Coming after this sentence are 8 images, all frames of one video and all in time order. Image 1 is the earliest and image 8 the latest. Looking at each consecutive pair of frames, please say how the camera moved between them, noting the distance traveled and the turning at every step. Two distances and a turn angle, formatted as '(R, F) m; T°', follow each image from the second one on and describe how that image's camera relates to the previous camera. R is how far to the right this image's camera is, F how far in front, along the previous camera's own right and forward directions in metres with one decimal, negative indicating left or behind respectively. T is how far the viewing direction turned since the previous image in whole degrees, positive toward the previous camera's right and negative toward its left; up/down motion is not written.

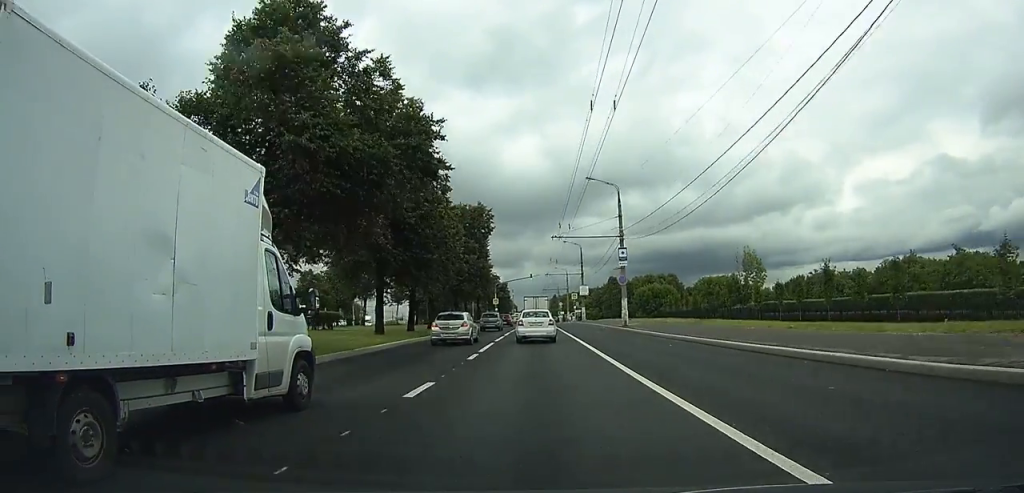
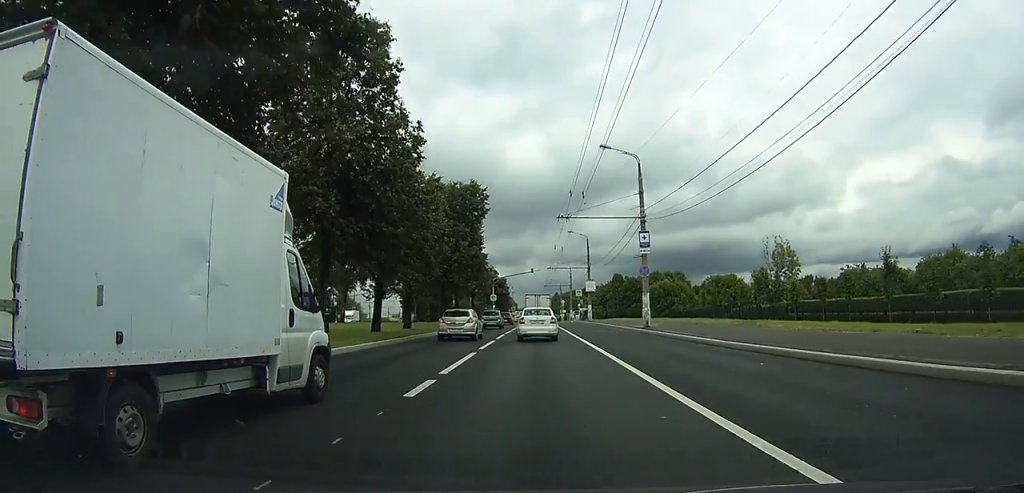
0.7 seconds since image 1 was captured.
(0.0, +8.4) m; 0°
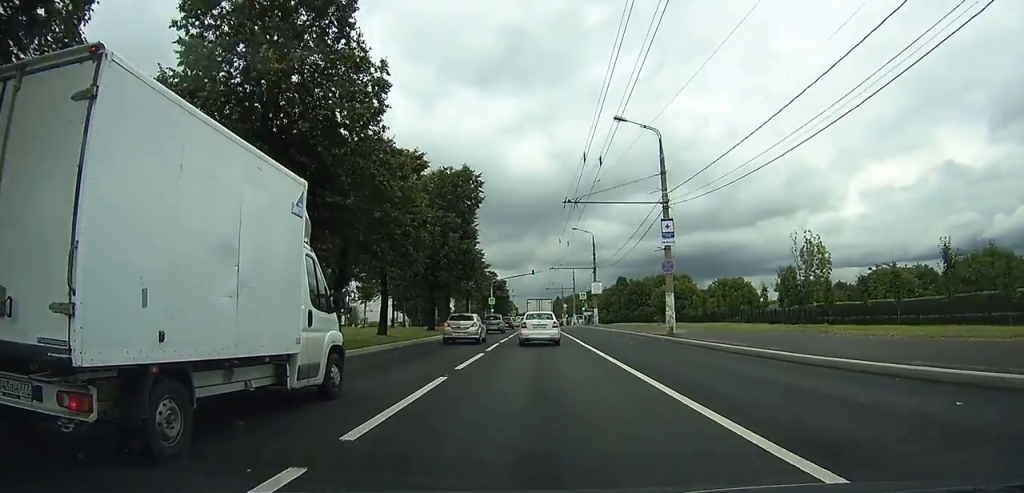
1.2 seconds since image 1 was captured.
(0.0, +6.3) m; 0°
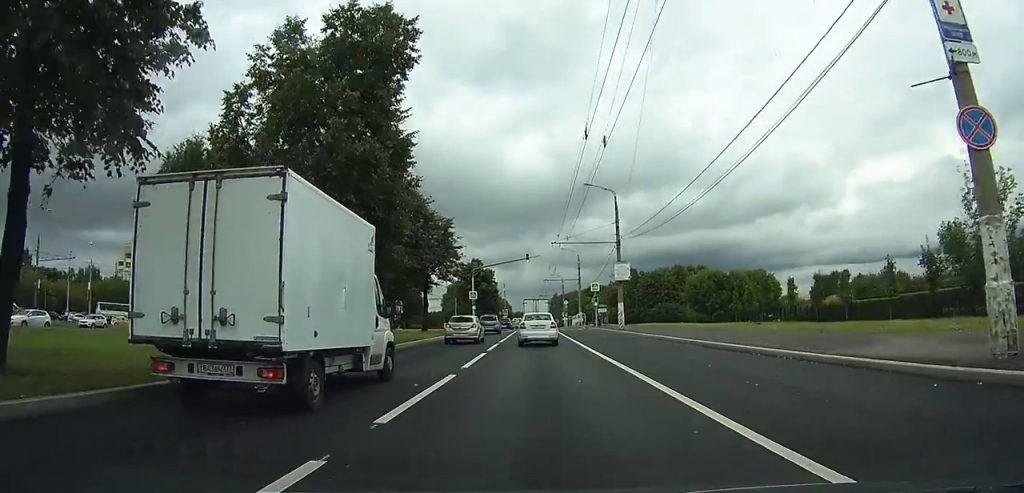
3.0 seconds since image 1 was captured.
(+0.1, +22.9) m; 0°
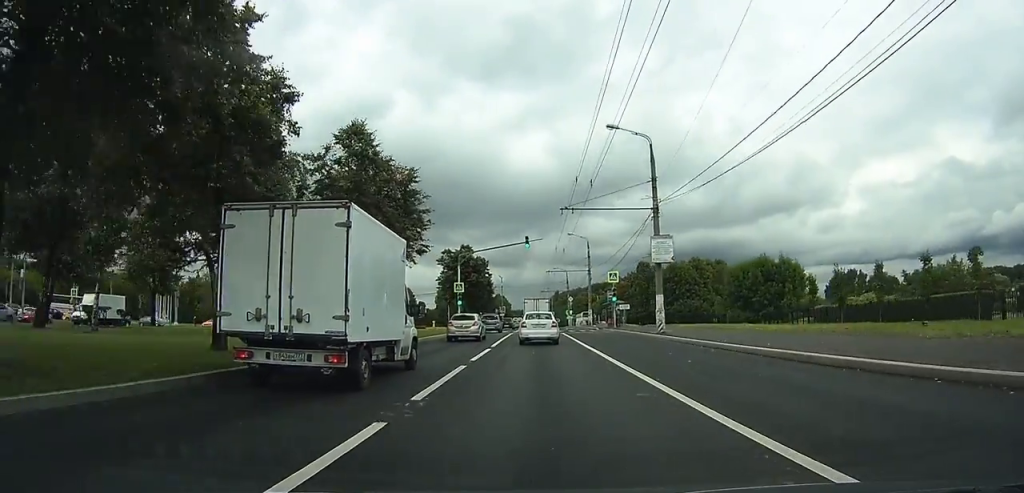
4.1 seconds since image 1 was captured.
(0.0, +13.9) m; -1°
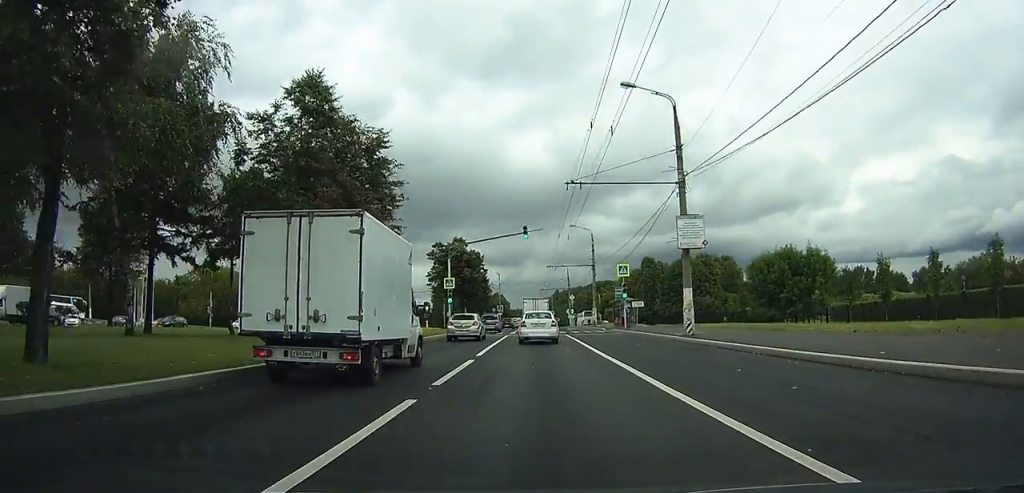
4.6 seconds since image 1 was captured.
(-0.1, +6.0) m; 0°
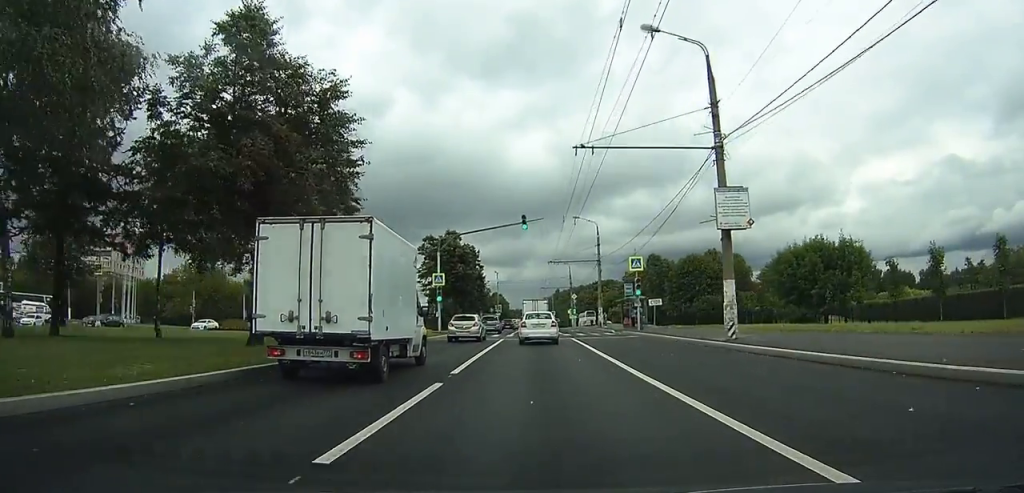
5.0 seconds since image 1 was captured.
(-0.1, +5.6) m; 0°
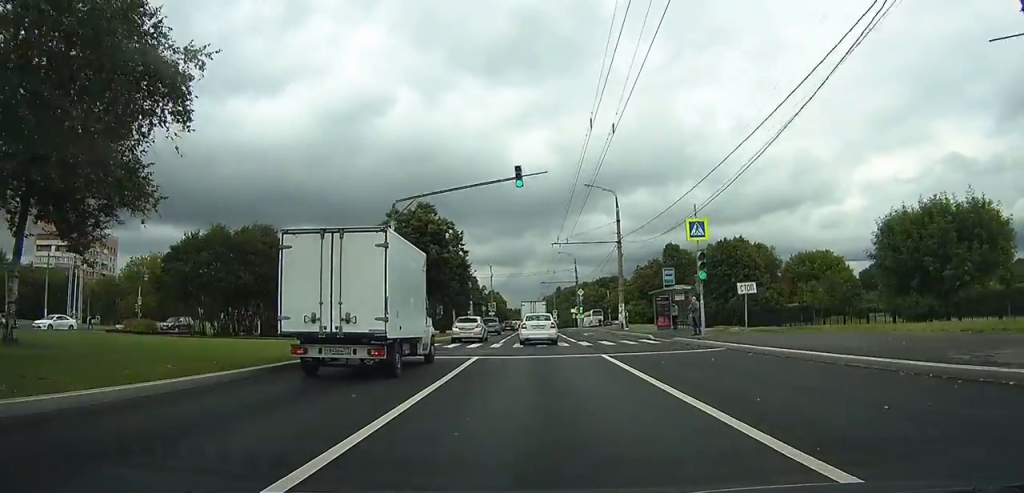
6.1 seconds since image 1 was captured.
(0.0, +14.7) m; 0°
